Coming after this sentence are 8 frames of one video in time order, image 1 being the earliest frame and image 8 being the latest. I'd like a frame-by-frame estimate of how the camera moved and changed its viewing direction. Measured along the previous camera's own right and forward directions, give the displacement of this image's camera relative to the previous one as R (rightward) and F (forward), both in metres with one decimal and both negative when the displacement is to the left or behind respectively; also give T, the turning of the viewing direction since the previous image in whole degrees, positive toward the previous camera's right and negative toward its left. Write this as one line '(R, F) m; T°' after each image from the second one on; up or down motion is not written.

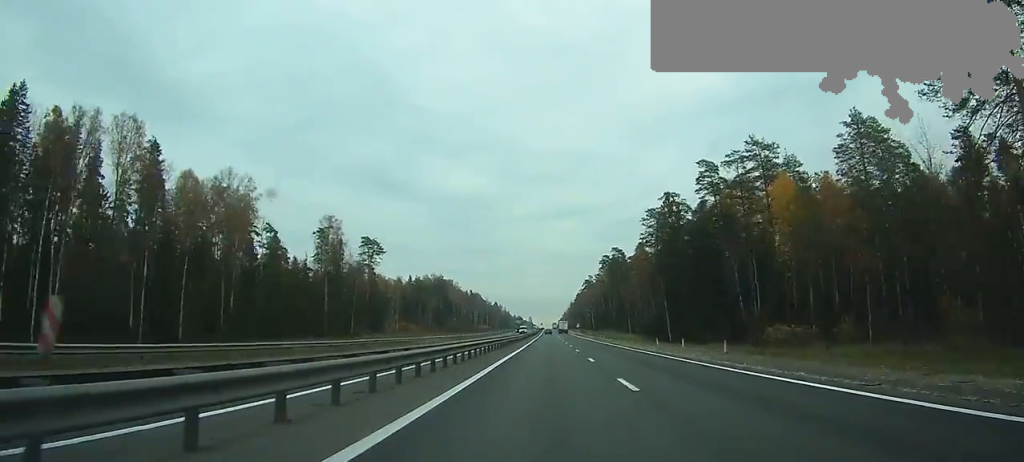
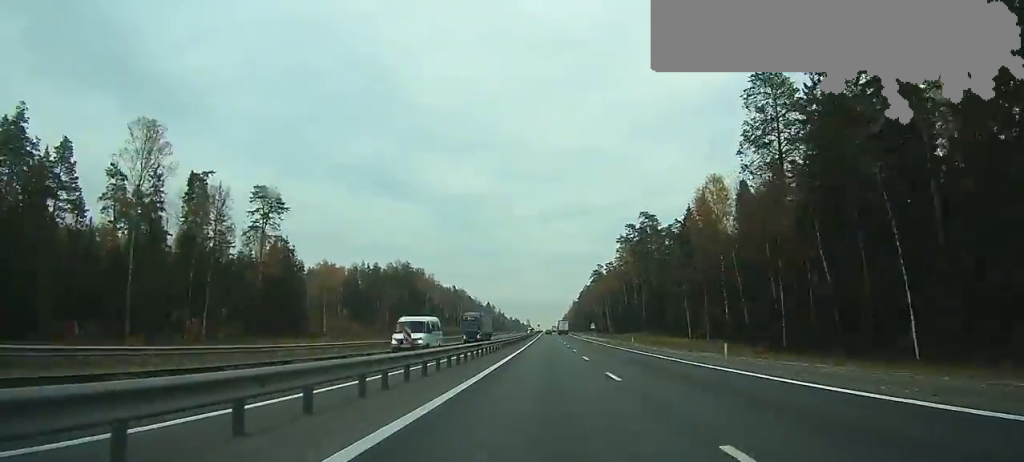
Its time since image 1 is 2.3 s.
(-0.1, +67.4) m; 0°
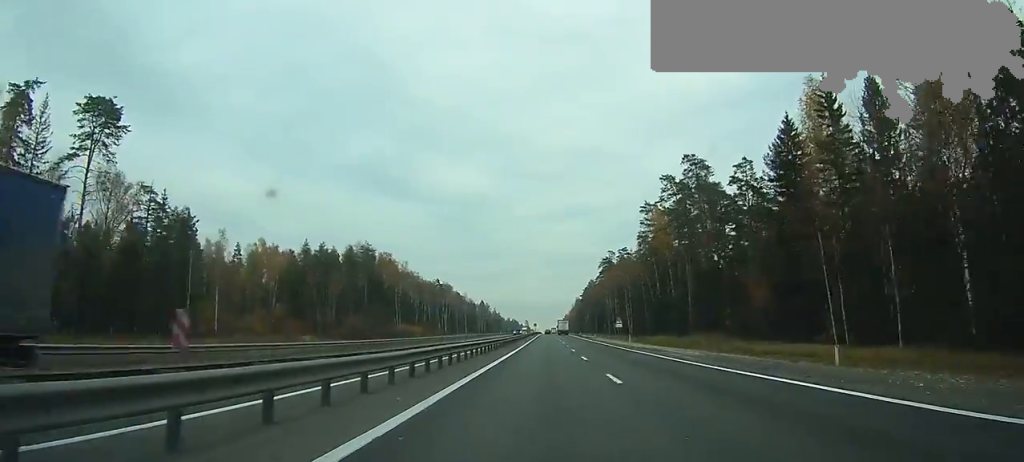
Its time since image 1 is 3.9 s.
(-0.1, +46.6) m; 0°
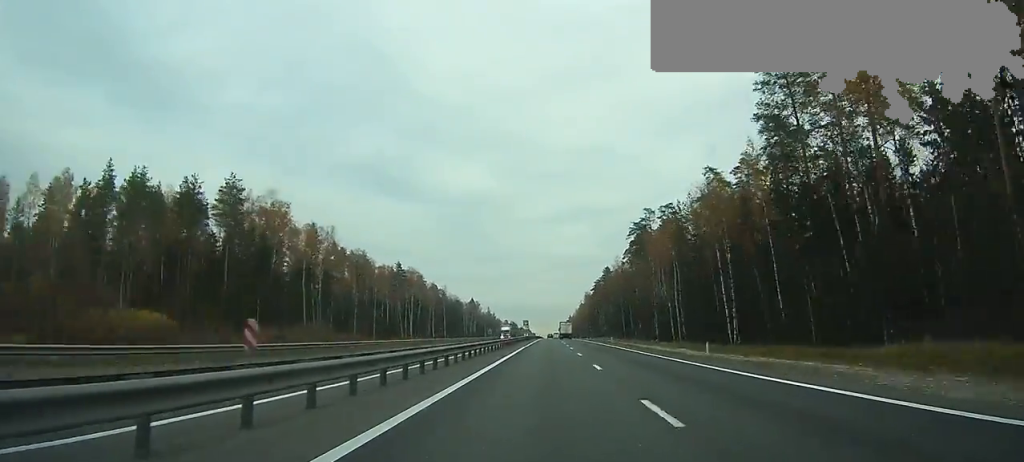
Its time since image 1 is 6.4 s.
(+0.2, +72.2) m; 0°
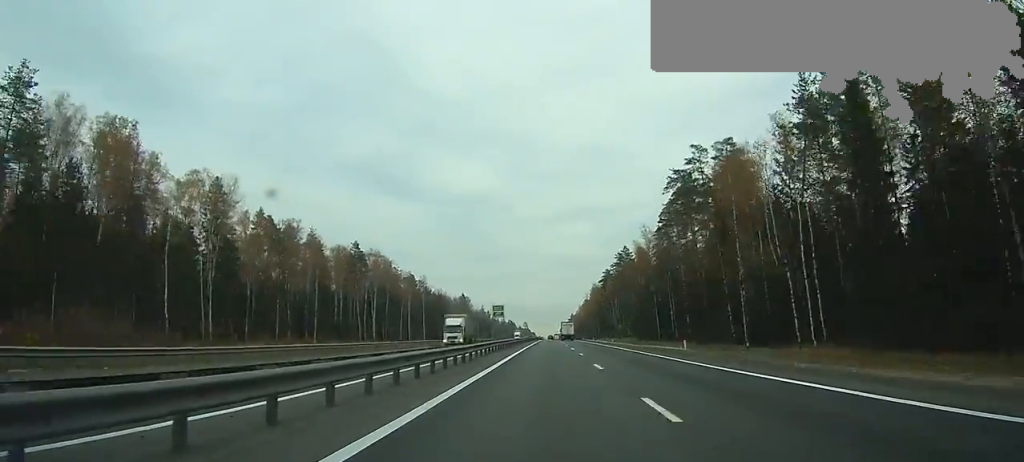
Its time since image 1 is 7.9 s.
(+0.1, +44.3) m; 0°
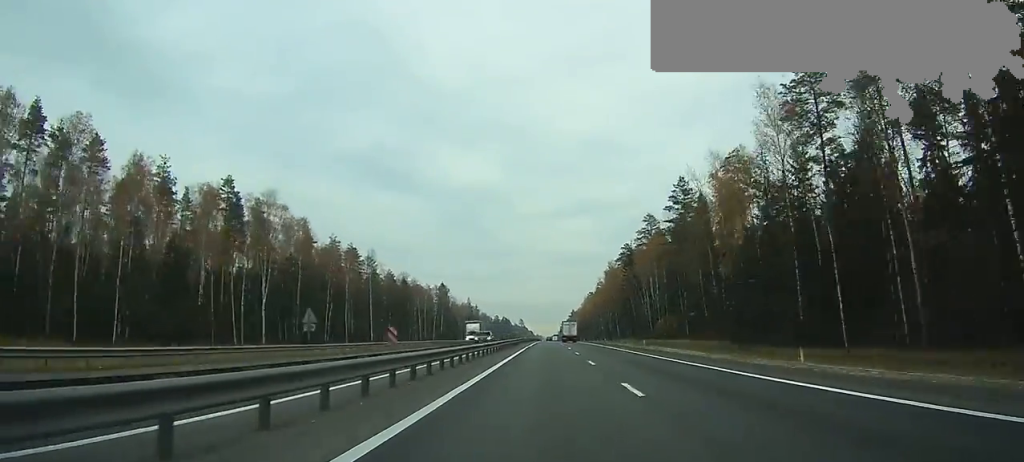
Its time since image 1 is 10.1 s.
(0.0, +67.8) m; 0°
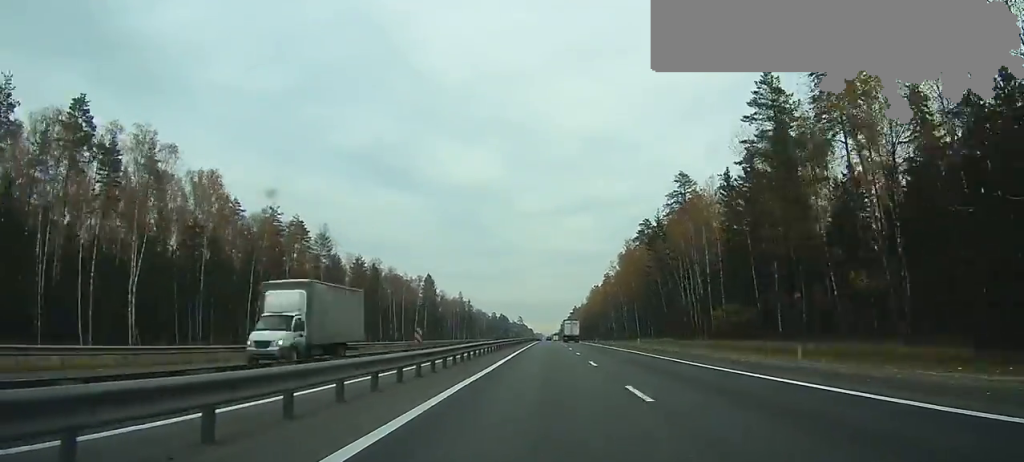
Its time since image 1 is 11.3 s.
(0.0, +39.2) m; 0°
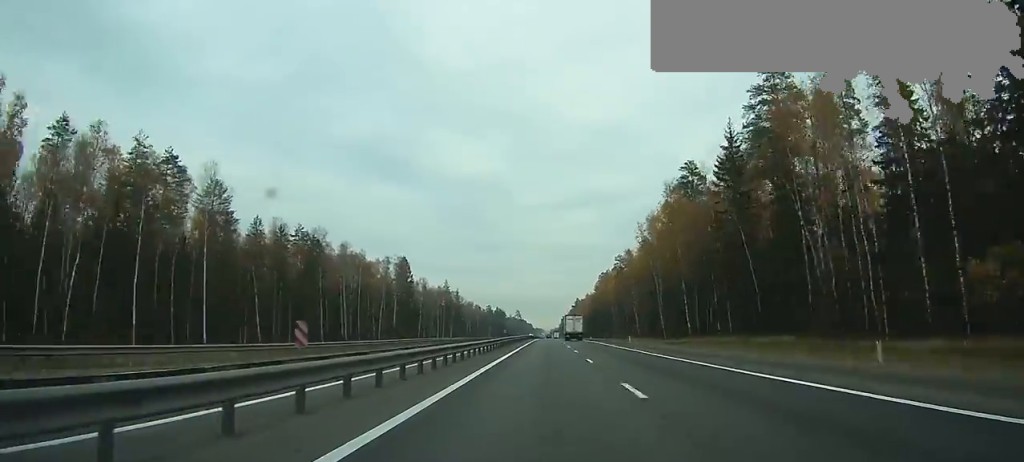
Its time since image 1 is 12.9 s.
(0.0, +51.4) m; 0°
